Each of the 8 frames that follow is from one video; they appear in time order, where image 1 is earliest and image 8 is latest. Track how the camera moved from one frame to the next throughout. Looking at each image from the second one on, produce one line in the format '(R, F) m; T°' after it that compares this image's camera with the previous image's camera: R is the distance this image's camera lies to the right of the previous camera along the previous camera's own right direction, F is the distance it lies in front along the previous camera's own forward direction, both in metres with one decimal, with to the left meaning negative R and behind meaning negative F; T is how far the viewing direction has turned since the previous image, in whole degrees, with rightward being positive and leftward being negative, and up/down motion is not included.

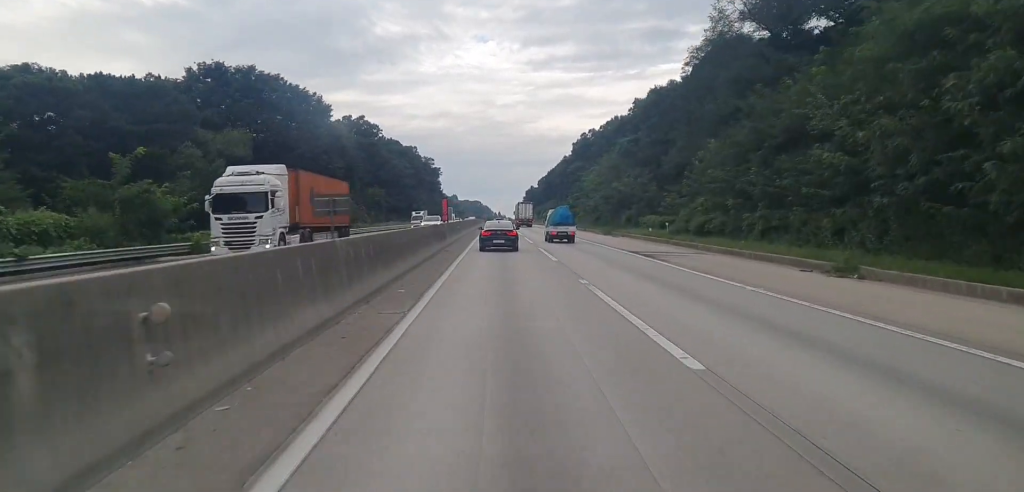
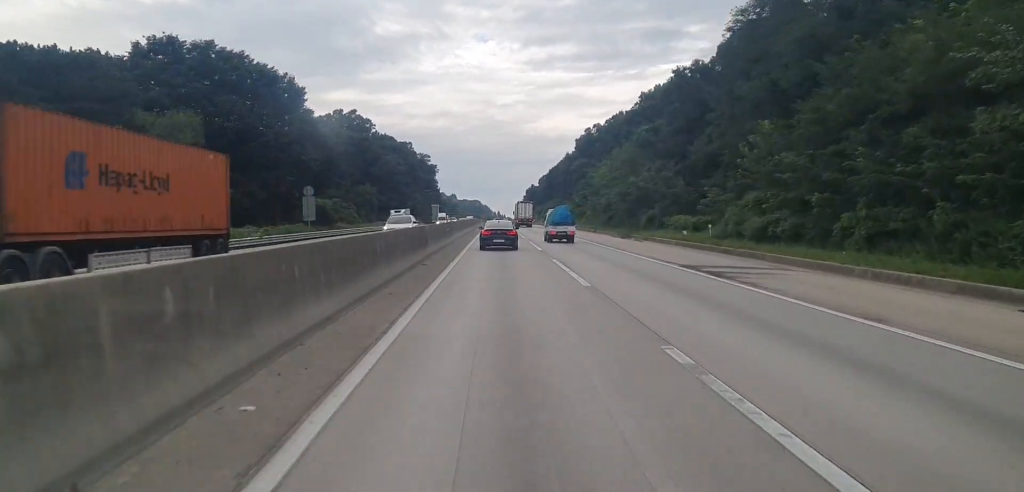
(0.0, +9.4) m; 0°
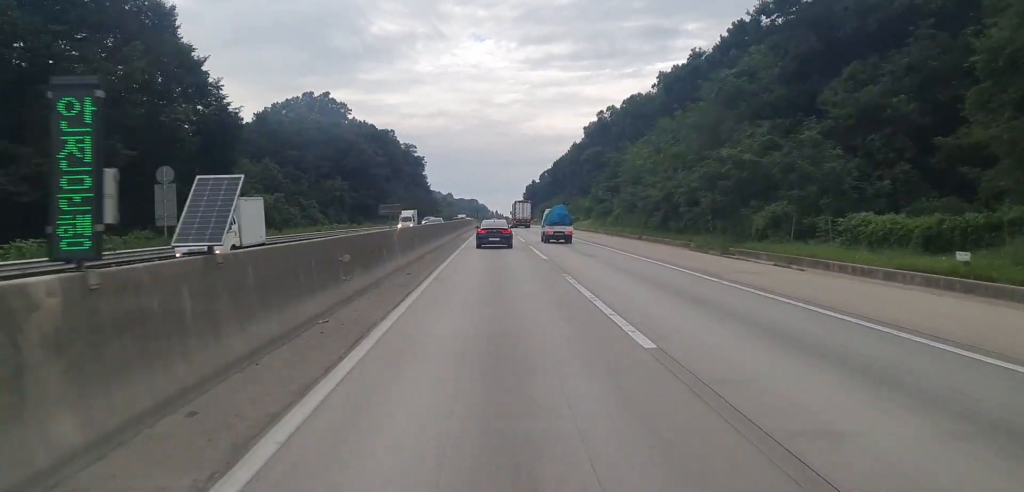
(+0.1, +26.1) m; 0°
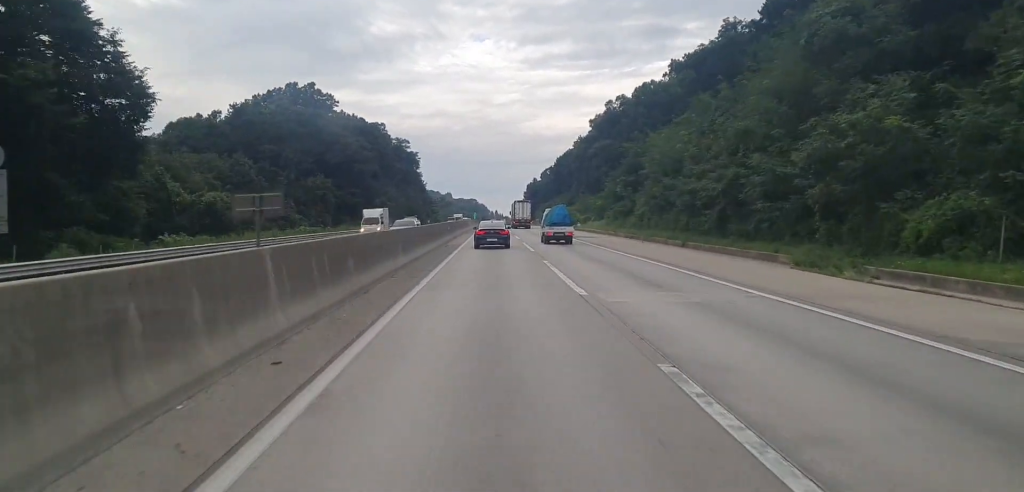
(0.0, +12.3) m; 0°
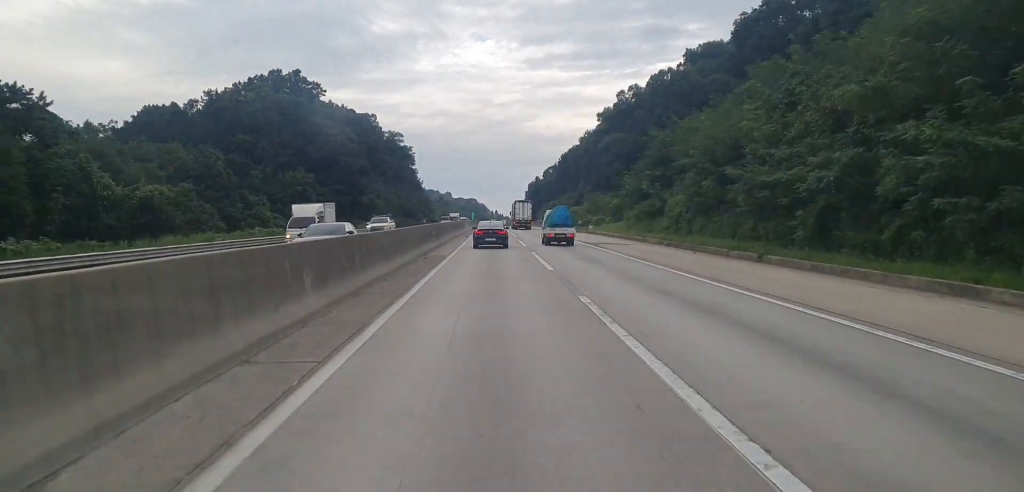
(-0.1, +12.5) m; 0°
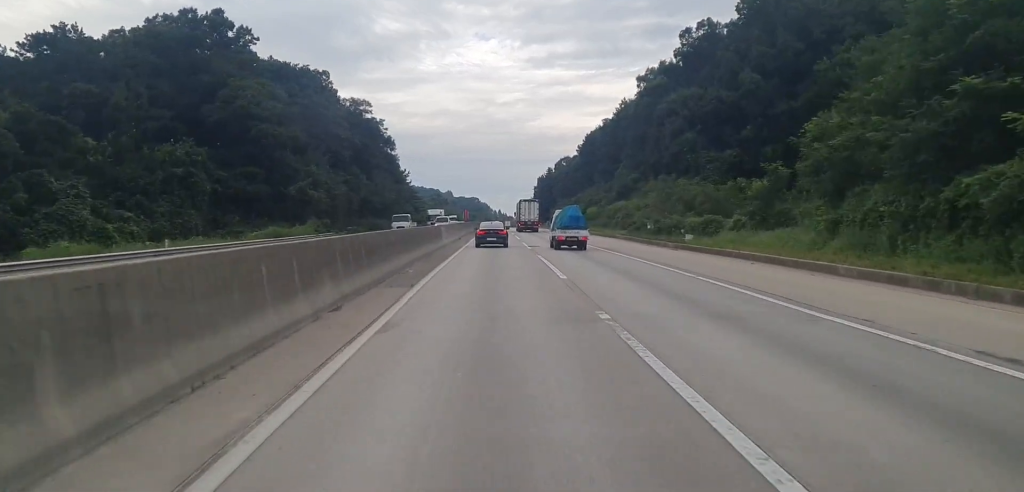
(0.0, +45.4) m; 0°
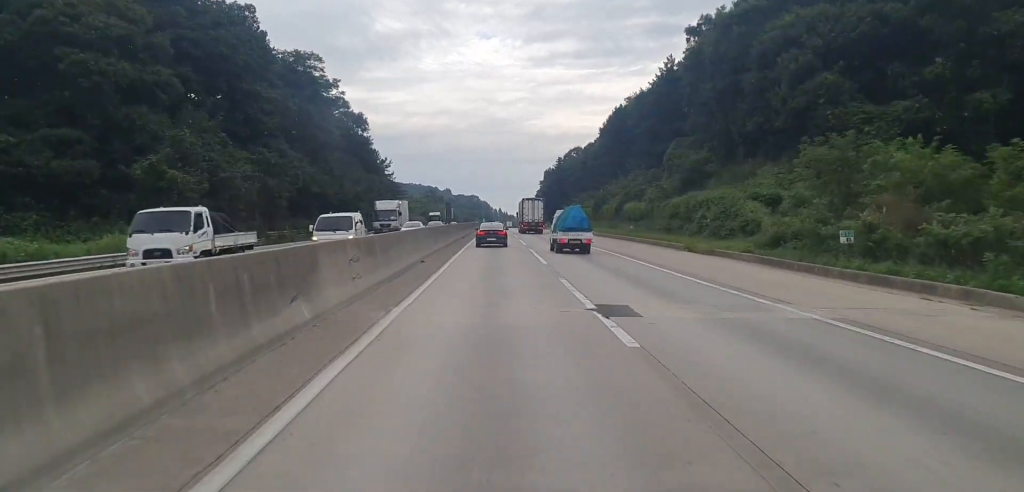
(-0.1, +35.3) m; 0°
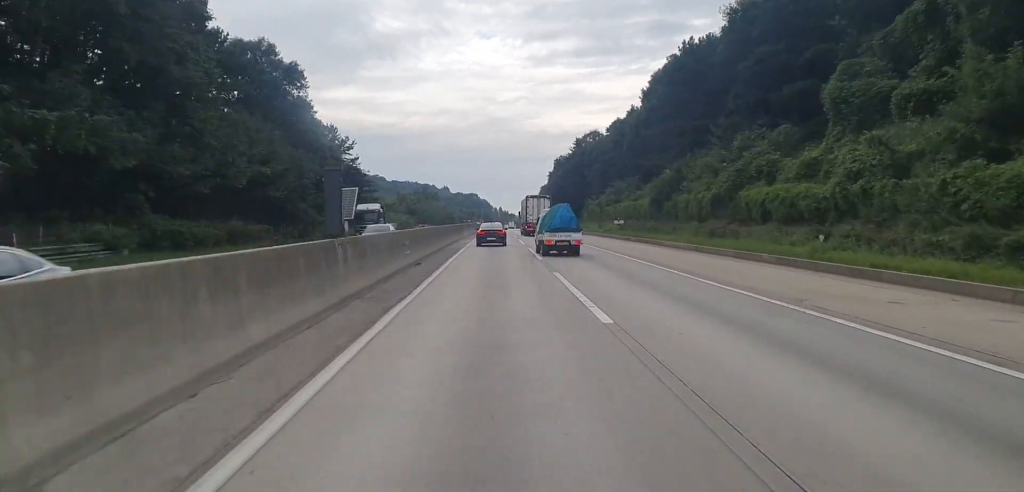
(+0.2, +37.0) m; 0°
